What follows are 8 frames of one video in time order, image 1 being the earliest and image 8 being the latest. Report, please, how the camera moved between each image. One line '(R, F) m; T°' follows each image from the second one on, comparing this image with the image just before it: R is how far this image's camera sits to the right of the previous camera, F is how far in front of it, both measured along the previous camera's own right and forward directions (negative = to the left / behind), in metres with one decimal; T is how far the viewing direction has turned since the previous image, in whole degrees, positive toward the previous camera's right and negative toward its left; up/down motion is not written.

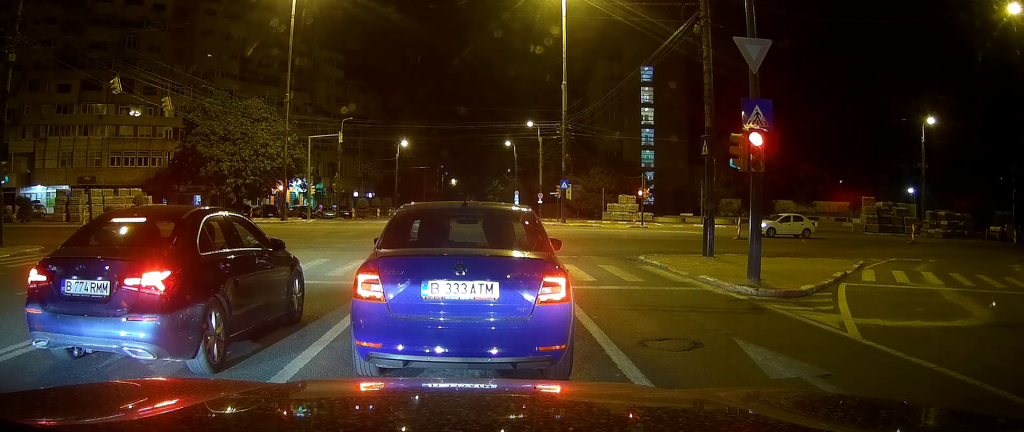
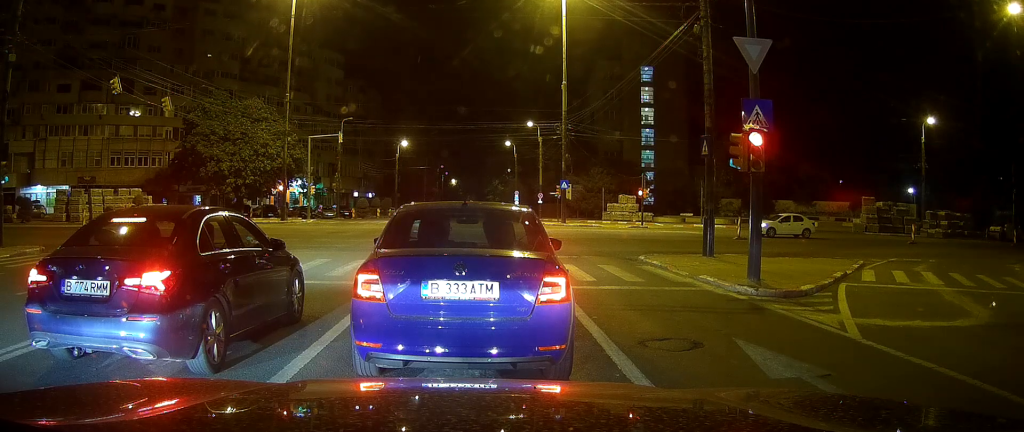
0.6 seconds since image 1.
(0.0, 0.0) m; 0°
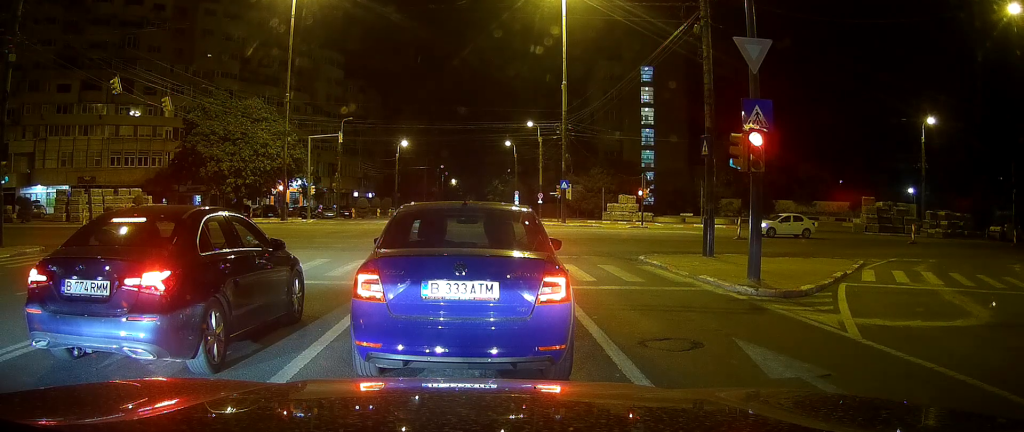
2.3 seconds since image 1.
(0.0, 0.0) m; 0°
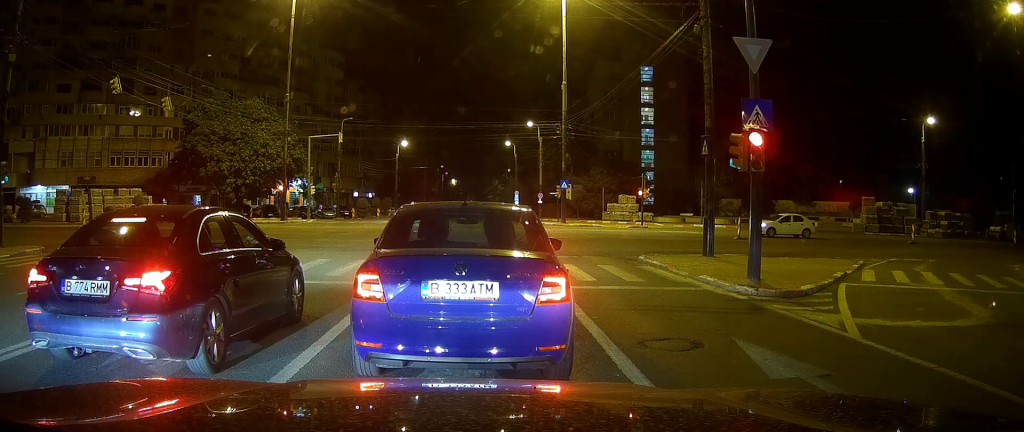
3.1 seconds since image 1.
(0.0, 0.0) m; 0°
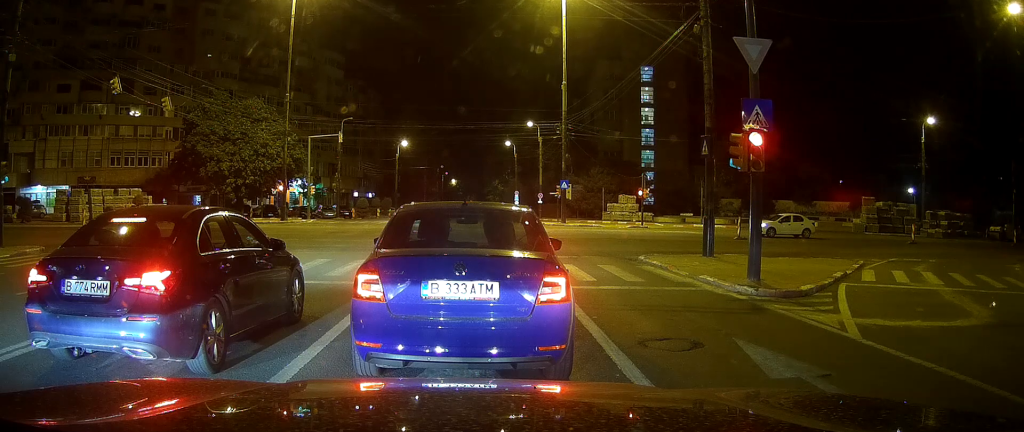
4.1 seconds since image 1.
(0.0, 0.0) m; 0°
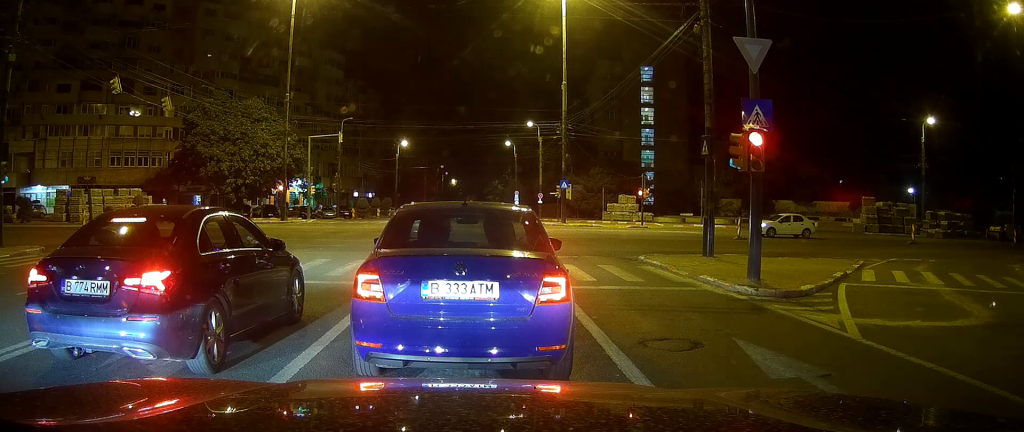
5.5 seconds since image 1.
(0.0, 0.0) m; 0°
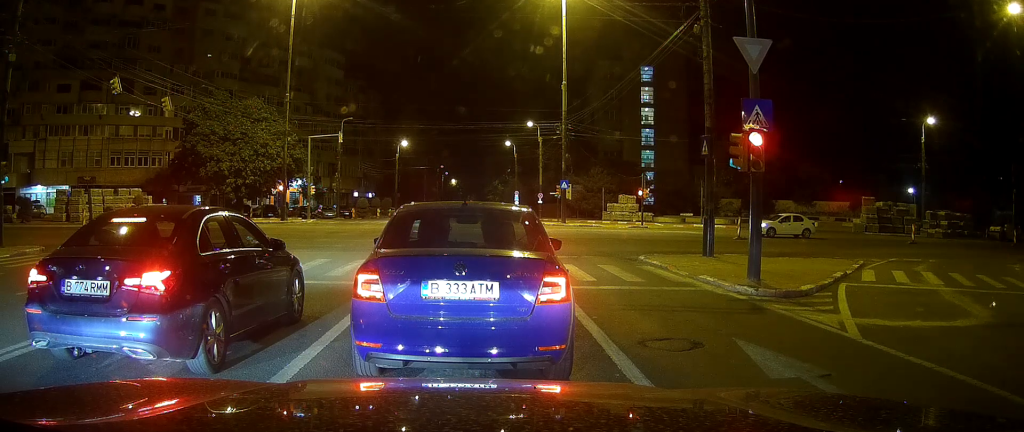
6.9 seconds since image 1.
(0.0, 0.0) m; 0°
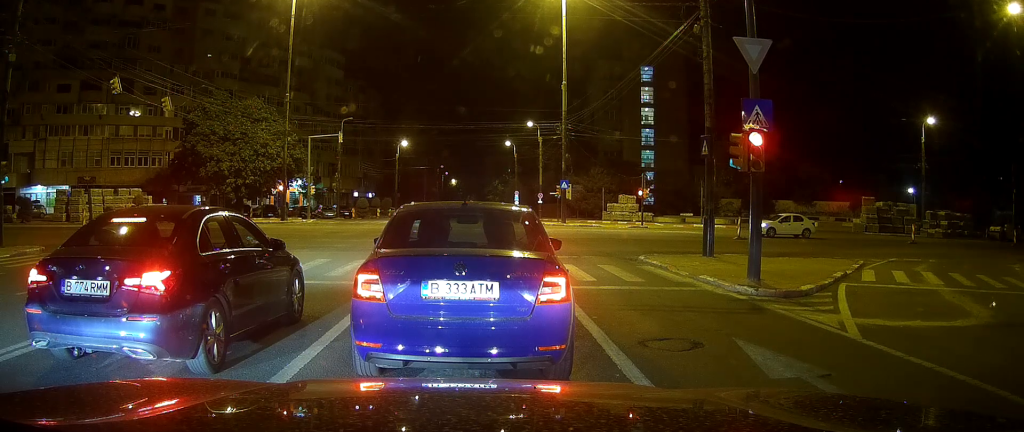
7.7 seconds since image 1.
(0.0, 0.0) m; 0°
